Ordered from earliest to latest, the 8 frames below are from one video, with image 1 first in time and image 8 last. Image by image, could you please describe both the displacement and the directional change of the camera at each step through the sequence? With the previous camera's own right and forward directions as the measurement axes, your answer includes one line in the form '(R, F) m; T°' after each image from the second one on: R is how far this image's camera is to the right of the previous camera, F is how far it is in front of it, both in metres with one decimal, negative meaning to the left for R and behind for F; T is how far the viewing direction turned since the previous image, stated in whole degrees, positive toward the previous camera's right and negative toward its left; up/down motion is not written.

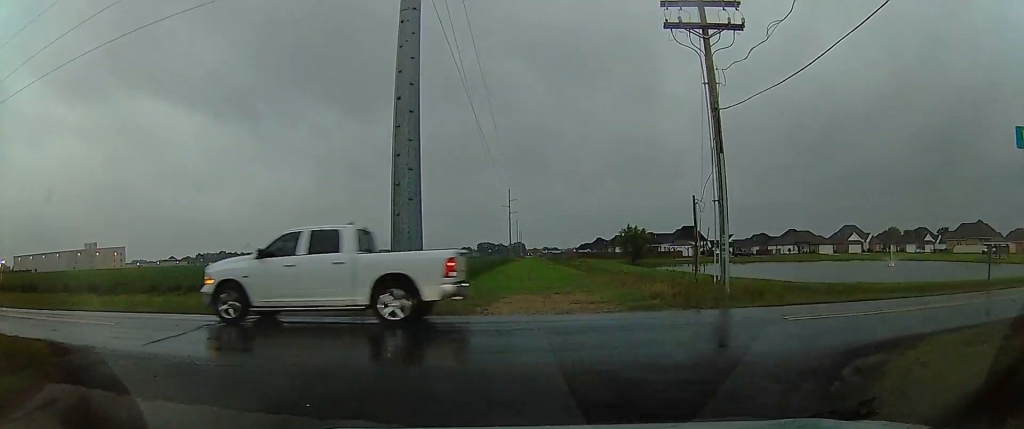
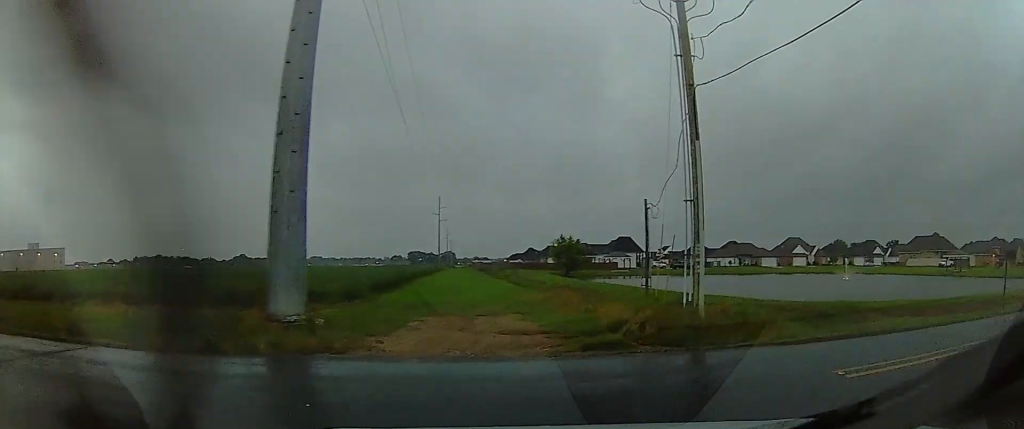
(+0.6, +3.1) m; +16°
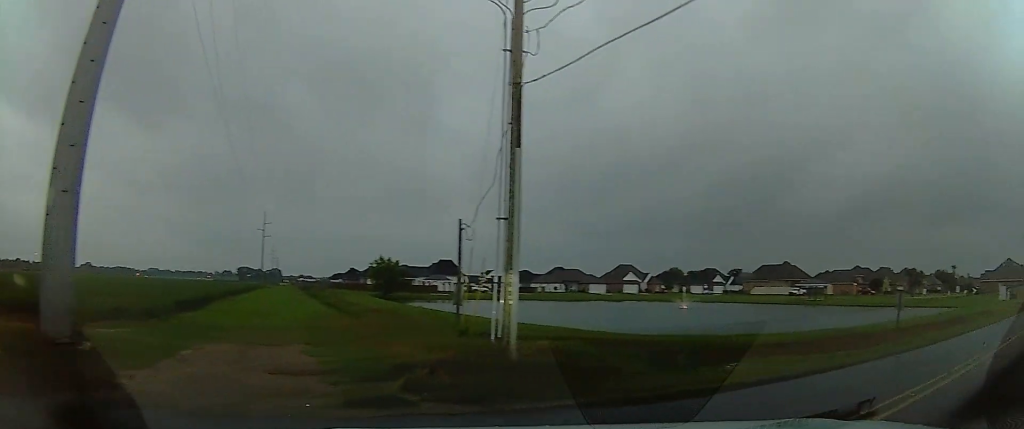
(0.0, +2.3) m; +21°
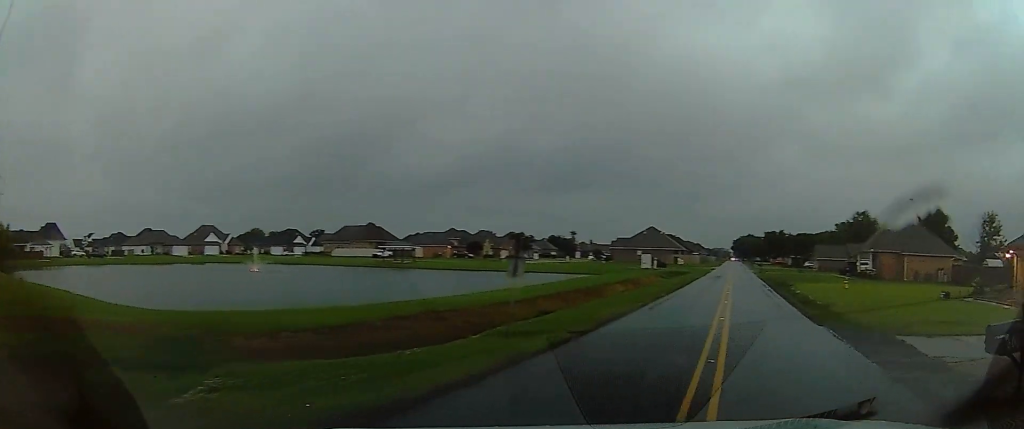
(+1.9, +4.3) m; +36°
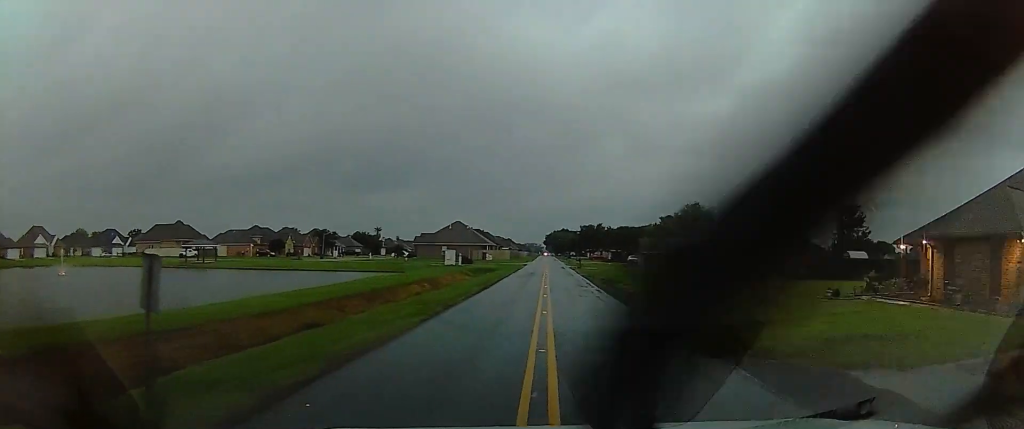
(+0.9, +5.4) m; +9°
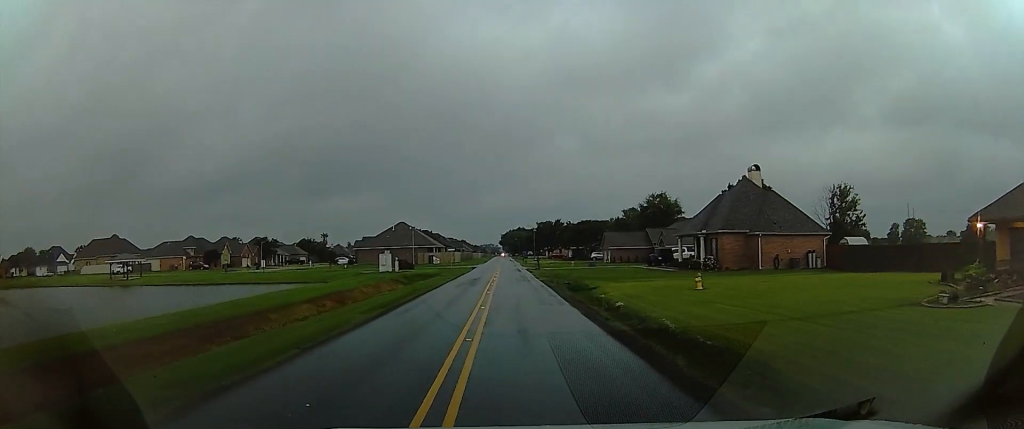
(0.0, +10.0) m; 0°
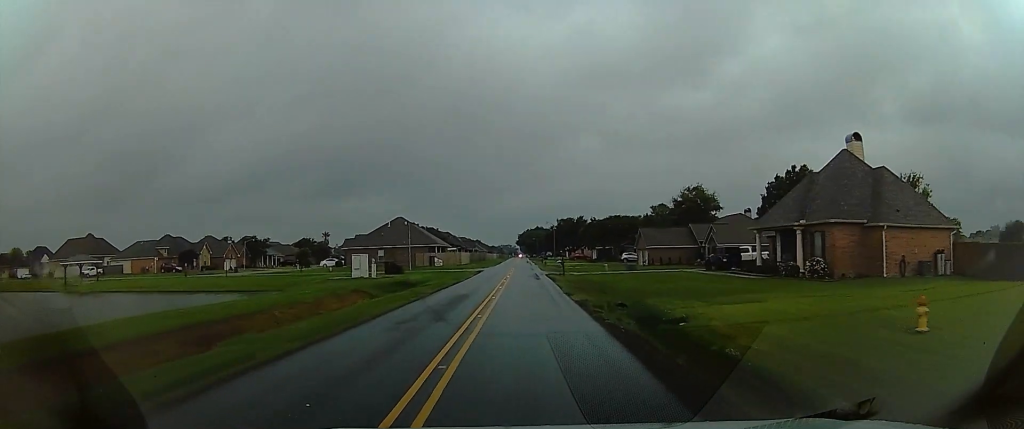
(0.0, +14.0) m; 0°
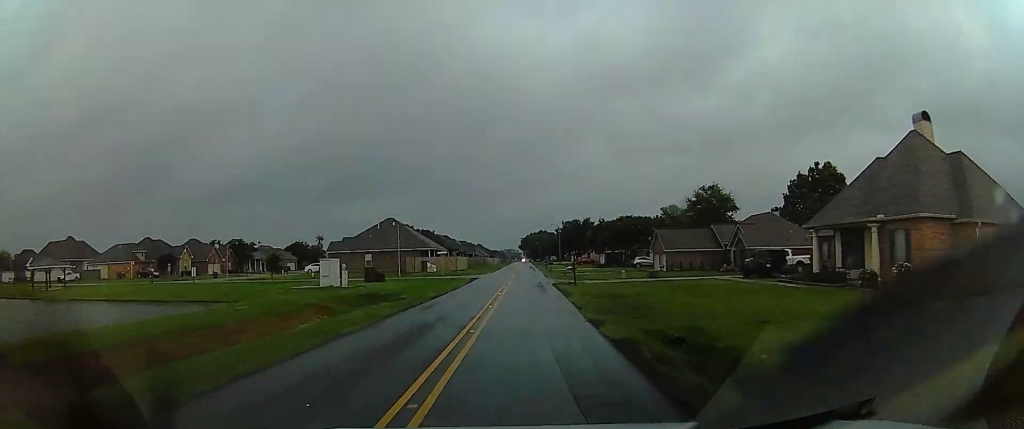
(0.0, +7.6) m; 0°
